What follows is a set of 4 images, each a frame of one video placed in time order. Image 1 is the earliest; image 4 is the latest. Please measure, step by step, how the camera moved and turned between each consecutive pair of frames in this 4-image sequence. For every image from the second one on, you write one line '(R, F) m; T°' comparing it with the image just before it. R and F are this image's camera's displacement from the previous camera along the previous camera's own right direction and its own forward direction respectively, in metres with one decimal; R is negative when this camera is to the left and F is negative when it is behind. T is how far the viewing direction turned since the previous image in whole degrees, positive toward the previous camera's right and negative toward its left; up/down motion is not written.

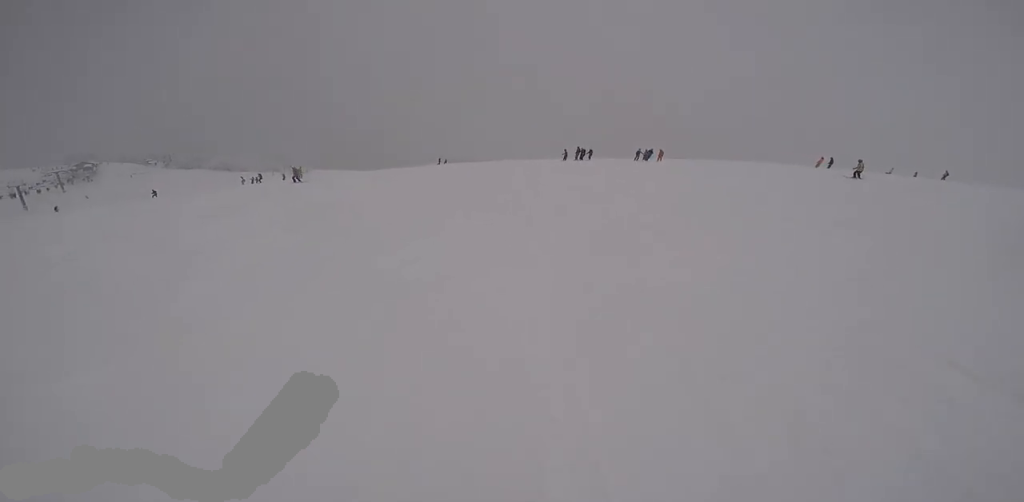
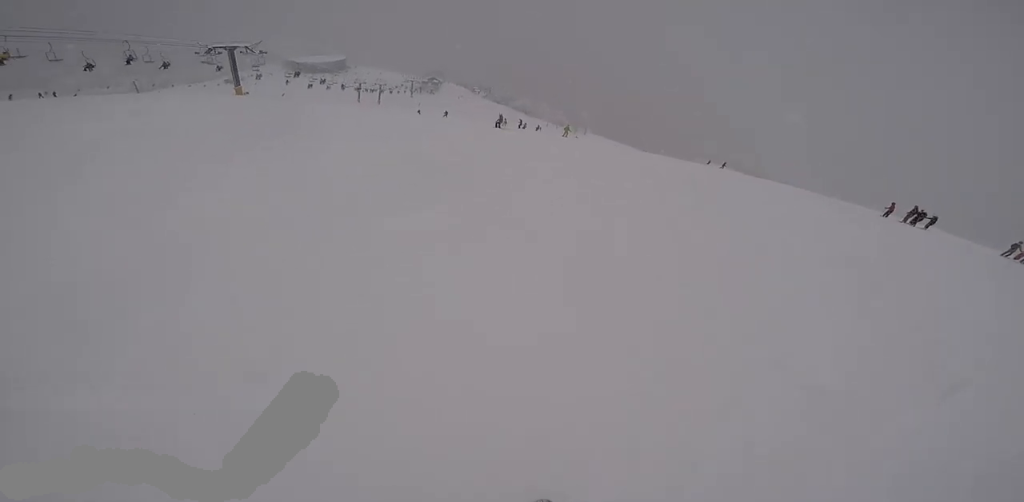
(-0.6, +4.7) m; -26°
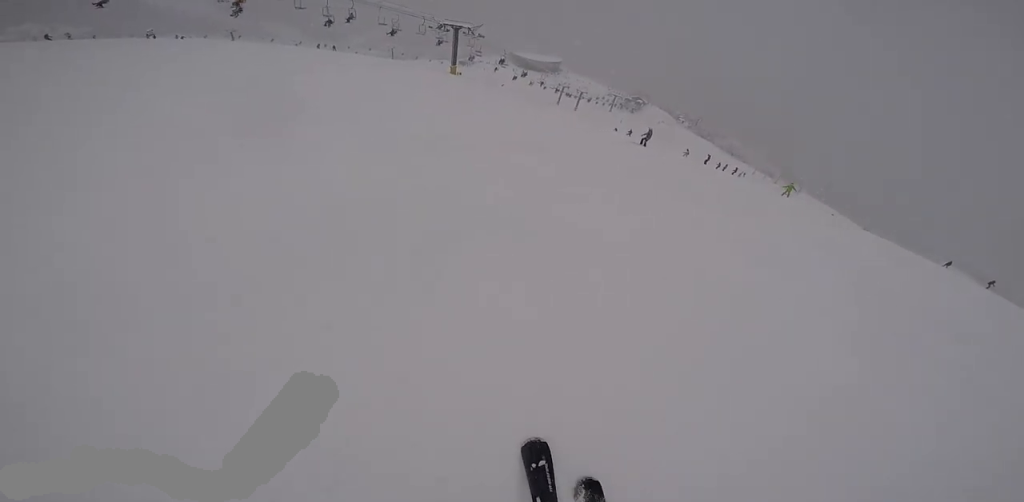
(-1.3, +4.2) m; -36°
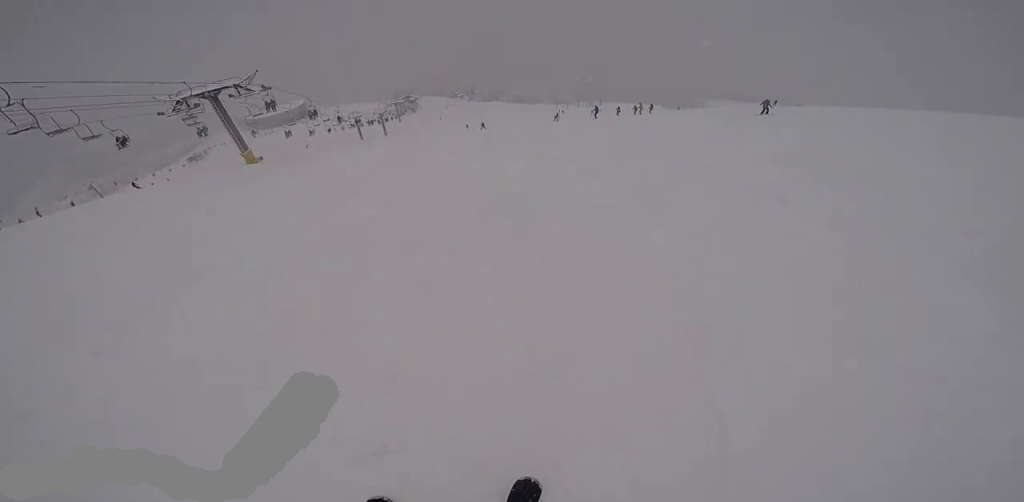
(-11.6, +21.9) m; +25°
